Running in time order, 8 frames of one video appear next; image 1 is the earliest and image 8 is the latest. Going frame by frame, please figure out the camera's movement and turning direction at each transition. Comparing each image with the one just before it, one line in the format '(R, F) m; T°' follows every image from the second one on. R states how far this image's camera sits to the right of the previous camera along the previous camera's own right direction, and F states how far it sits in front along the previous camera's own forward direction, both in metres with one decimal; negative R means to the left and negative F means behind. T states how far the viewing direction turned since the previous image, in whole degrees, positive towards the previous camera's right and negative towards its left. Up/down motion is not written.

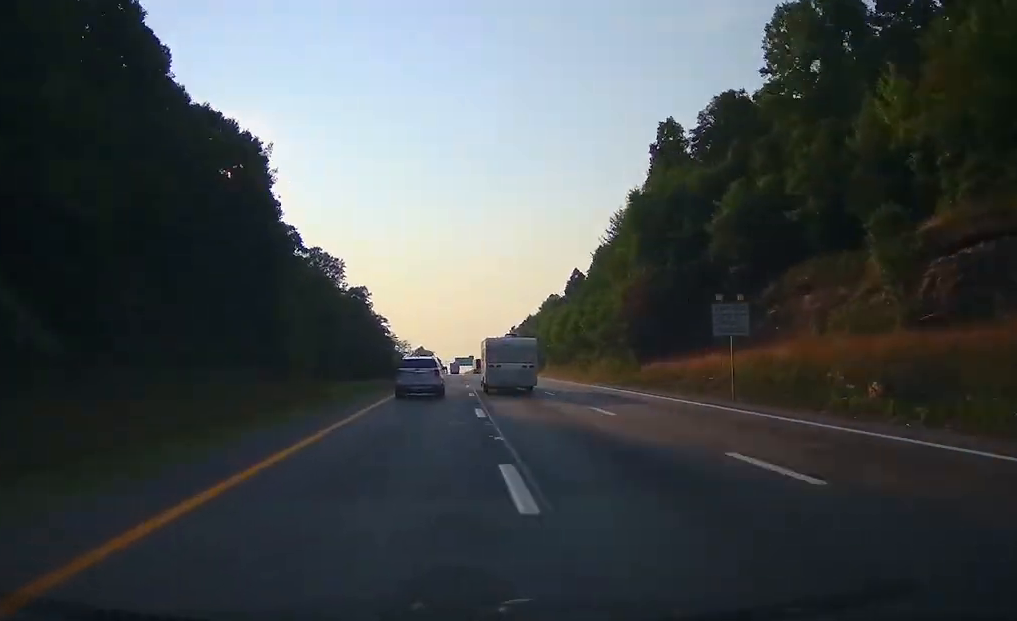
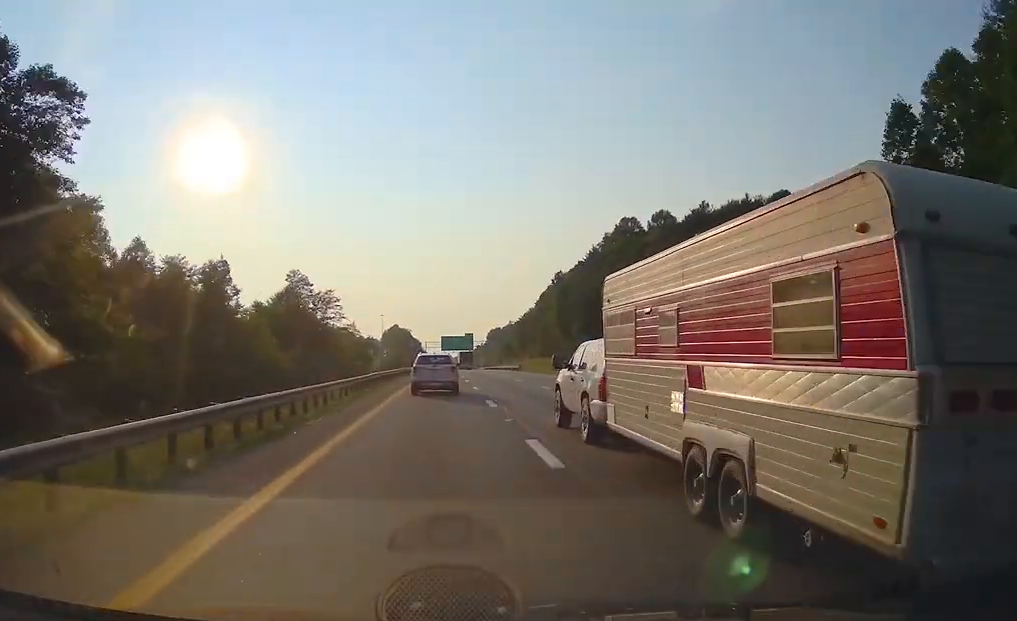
(+1.8, +109.8) m; +1°
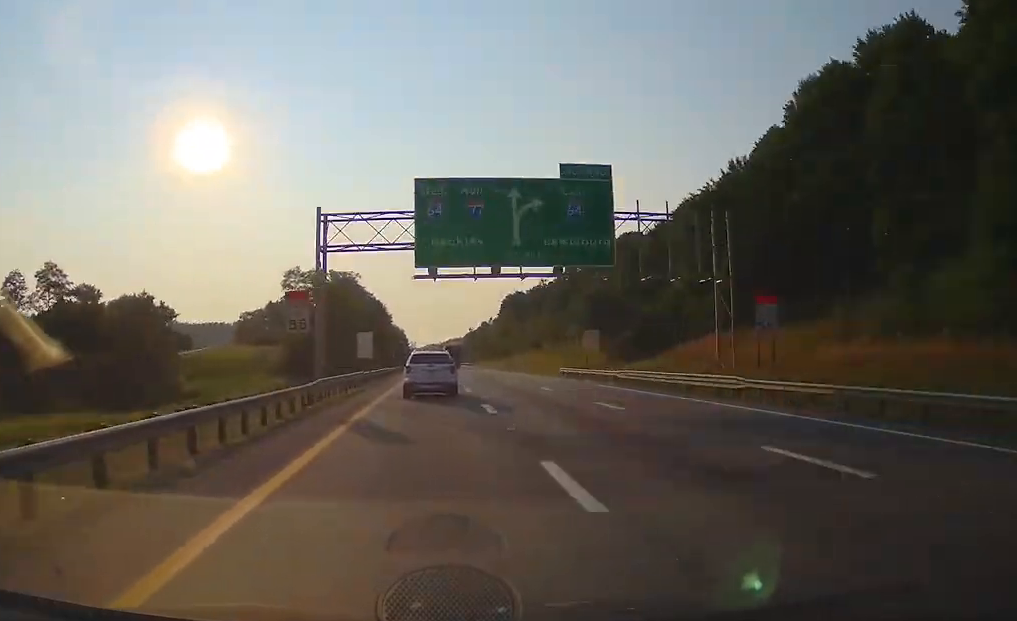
(+0.3, +151.4) m; 0°
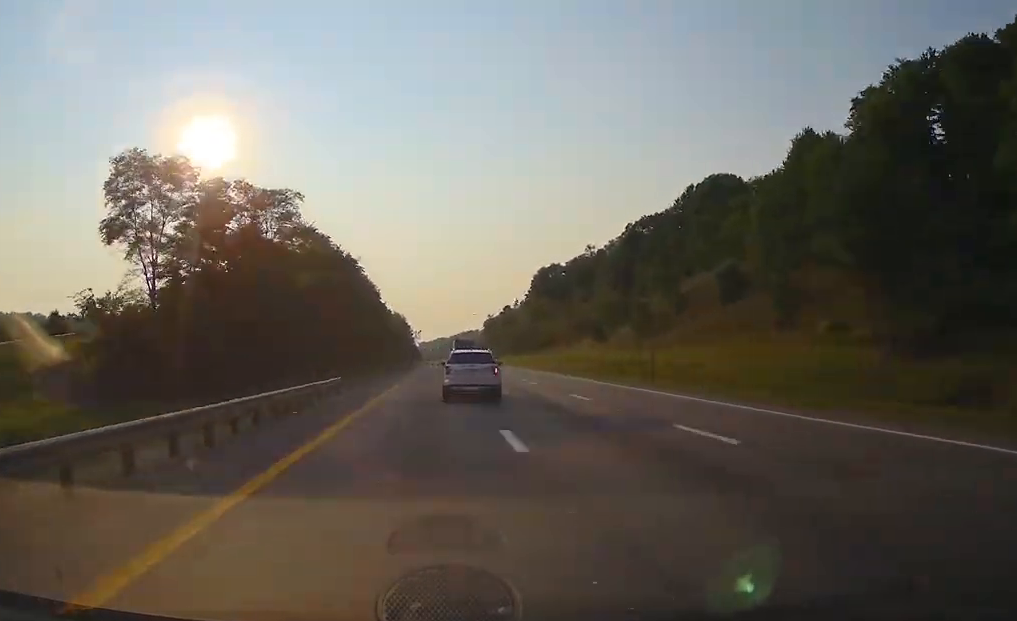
(-0.1, +65.4) m; 0°
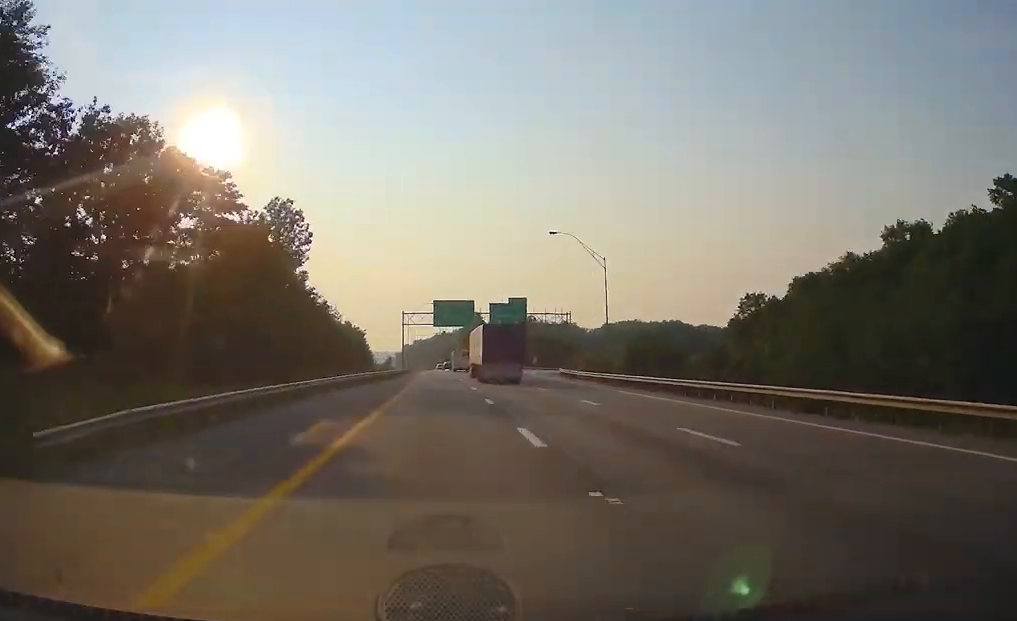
(-1.1, +298.0) m; -1°
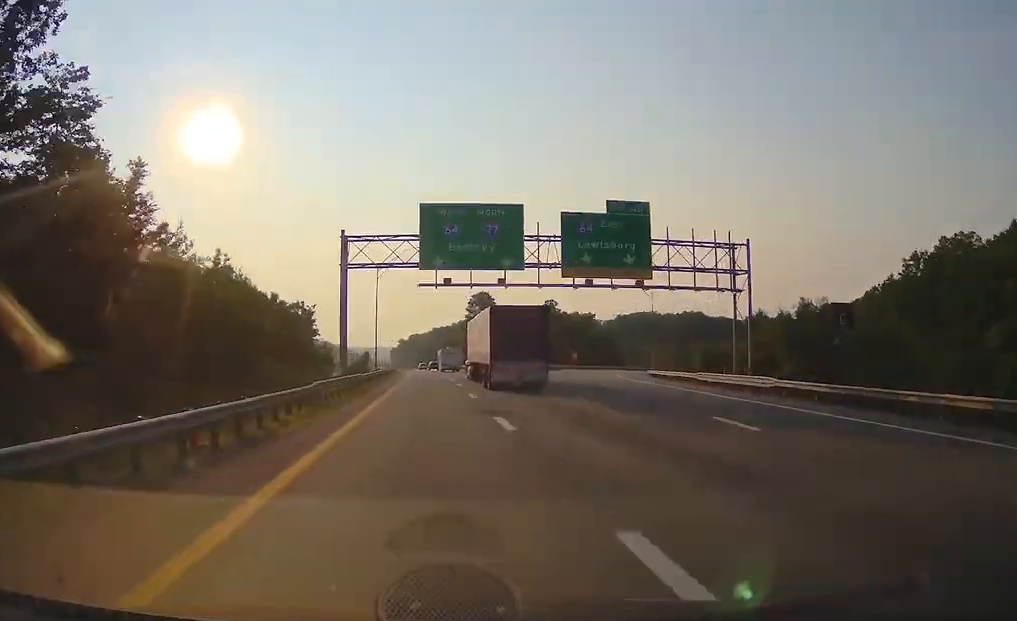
(-0.7, +58.7) m; -1°
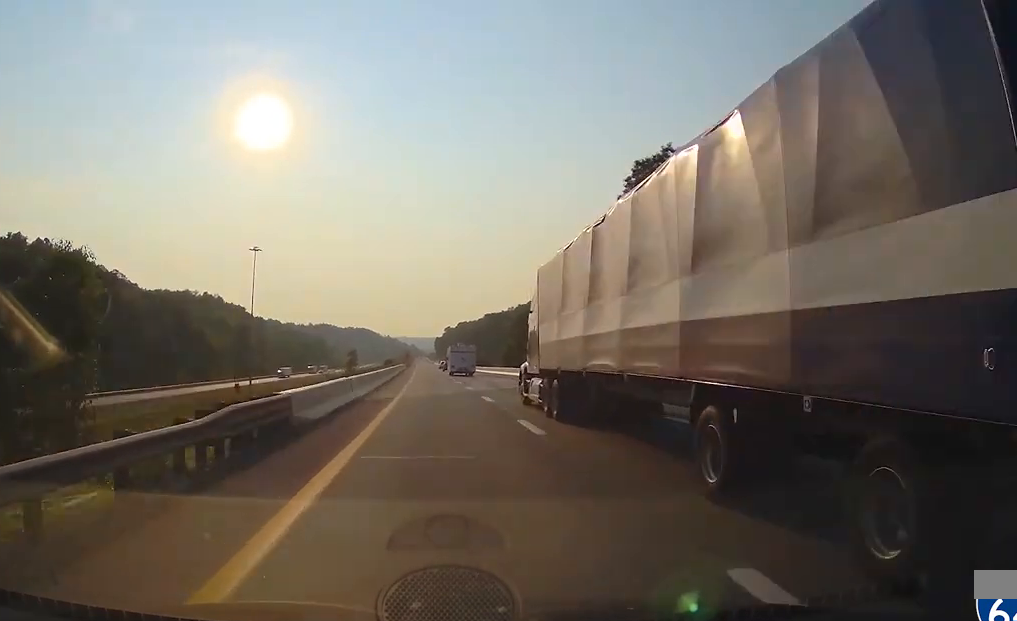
(-2.6, +123.4) m; -2°
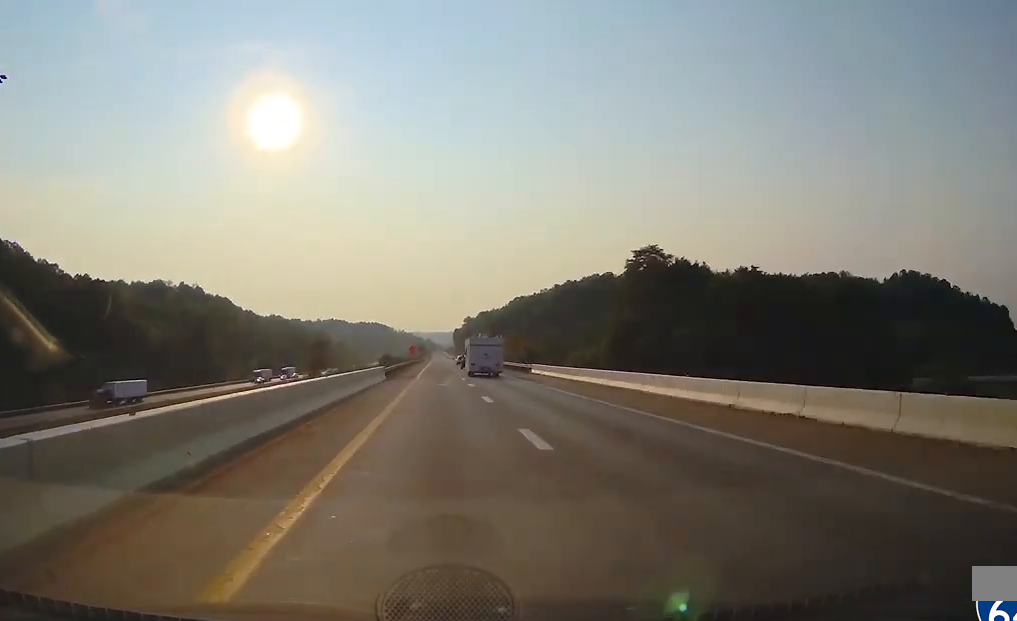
(-1.6, +95.1) m; -1°
